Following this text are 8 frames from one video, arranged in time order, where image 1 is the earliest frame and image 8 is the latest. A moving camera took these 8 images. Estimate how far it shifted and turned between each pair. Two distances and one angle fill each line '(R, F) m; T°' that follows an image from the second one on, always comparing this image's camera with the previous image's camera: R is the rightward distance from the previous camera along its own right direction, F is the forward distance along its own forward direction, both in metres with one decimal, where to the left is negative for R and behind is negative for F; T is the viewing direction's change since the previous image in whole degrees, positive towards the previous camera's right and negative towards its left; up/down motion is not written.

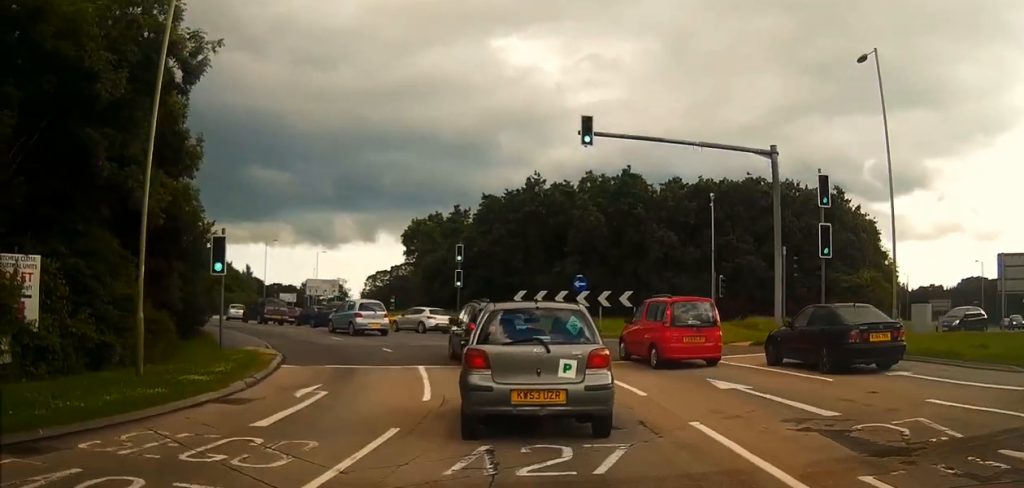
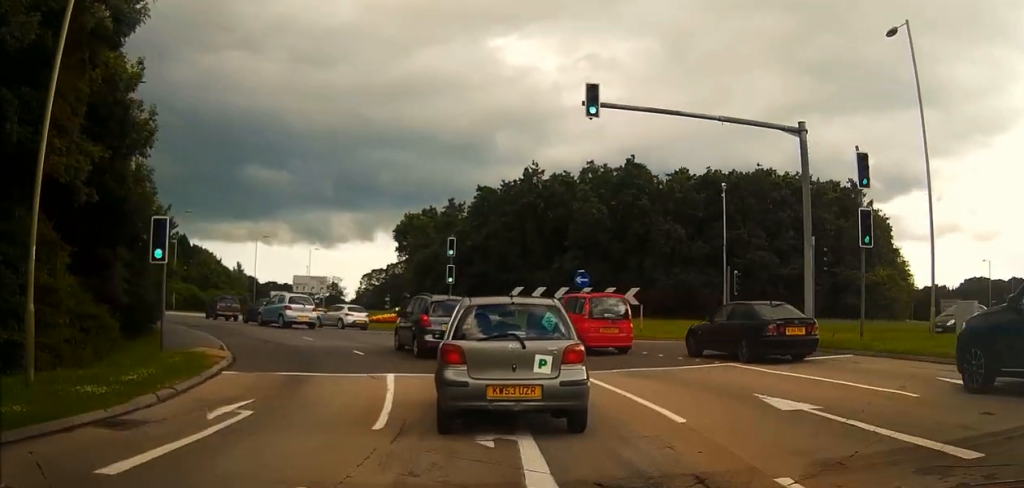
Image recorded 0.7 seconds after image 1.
(+0.1, +3.6) m; +1°
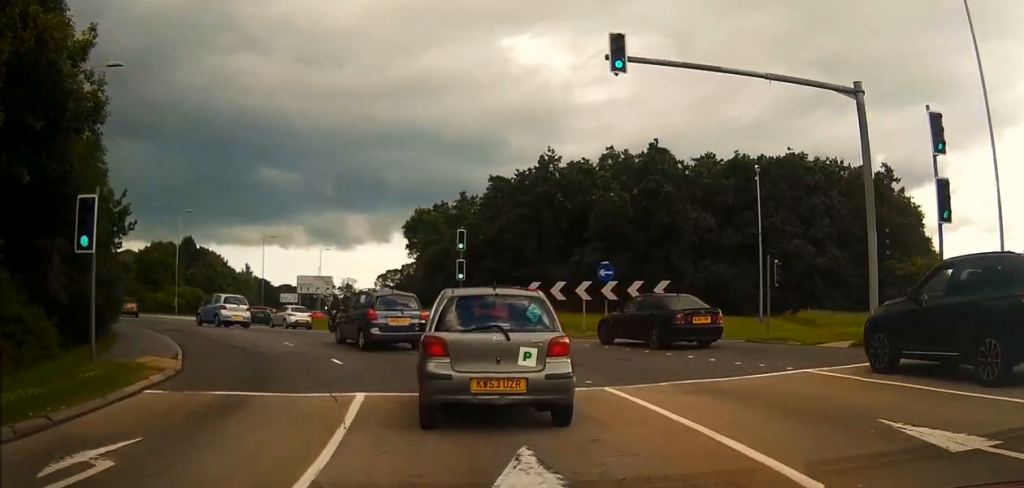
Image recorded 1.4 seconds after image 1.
(0.0, +4.1) m; -4°
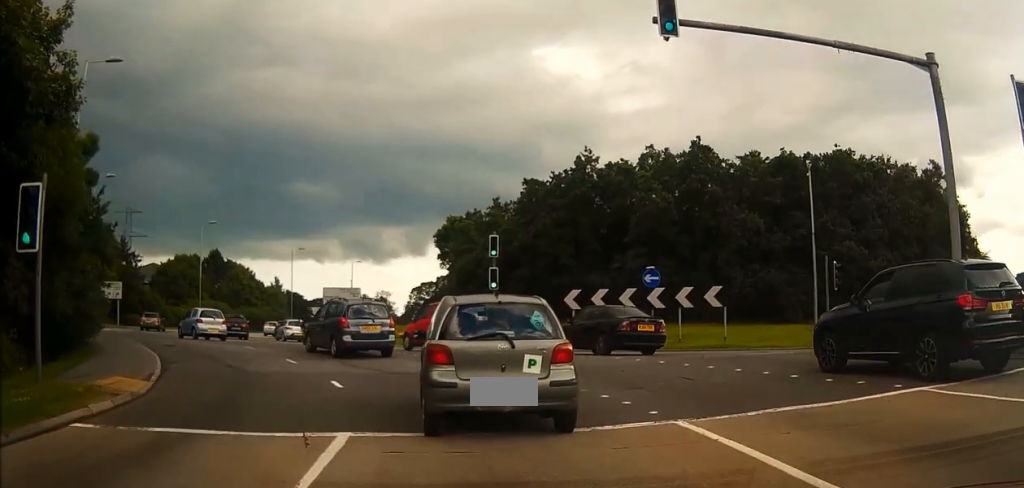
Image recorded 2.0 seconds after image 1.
(-0.1, +3.1) m; -4°
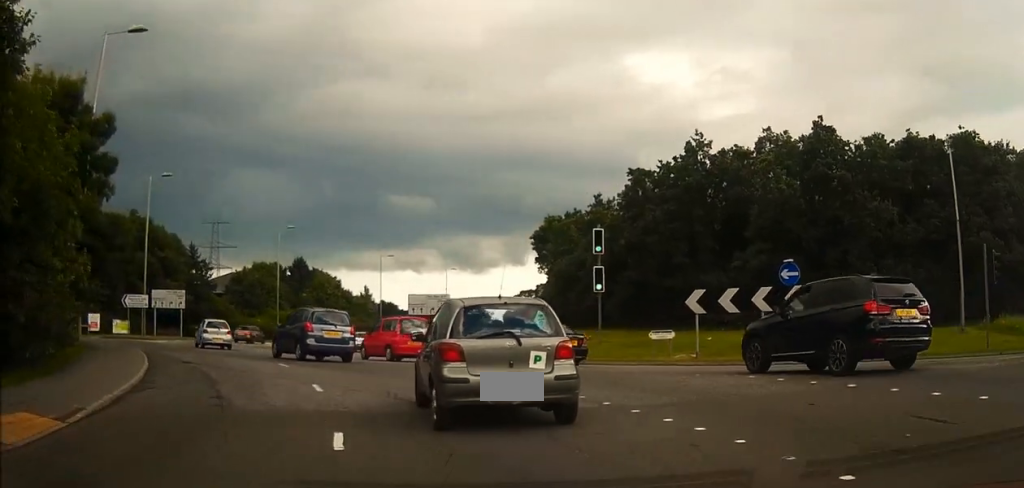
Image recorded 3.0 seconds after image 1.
(-0.5, +6.3) m; -8°
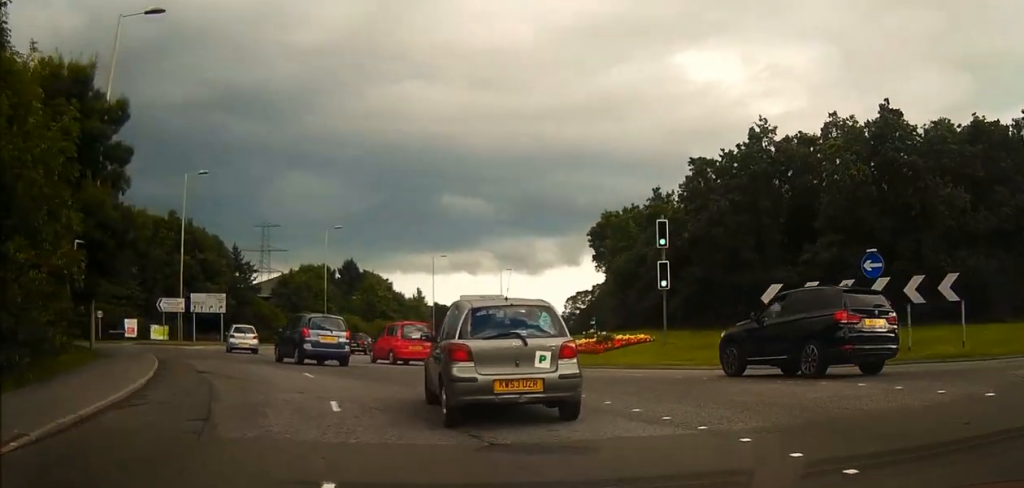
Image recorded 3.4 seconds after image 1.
(0.0, +2.9) m; -4°
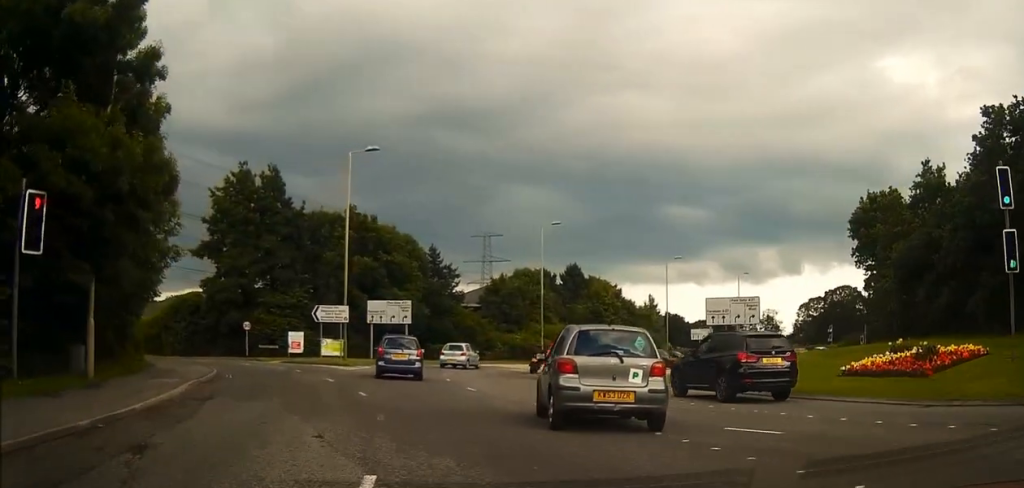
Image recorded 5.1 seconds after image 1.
(-1.7, +12.6) m; -13°
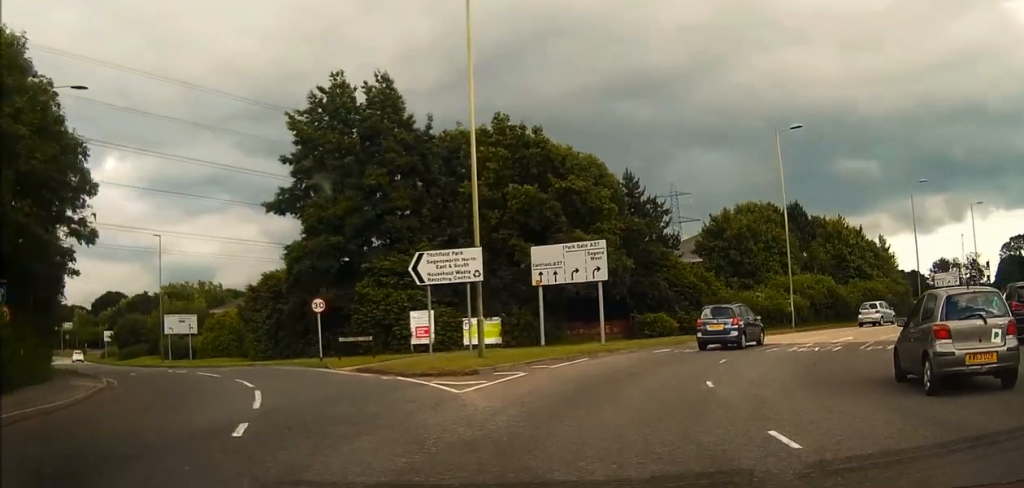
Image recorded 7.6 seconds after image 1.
(-1.6, +22.1) m; -4°
